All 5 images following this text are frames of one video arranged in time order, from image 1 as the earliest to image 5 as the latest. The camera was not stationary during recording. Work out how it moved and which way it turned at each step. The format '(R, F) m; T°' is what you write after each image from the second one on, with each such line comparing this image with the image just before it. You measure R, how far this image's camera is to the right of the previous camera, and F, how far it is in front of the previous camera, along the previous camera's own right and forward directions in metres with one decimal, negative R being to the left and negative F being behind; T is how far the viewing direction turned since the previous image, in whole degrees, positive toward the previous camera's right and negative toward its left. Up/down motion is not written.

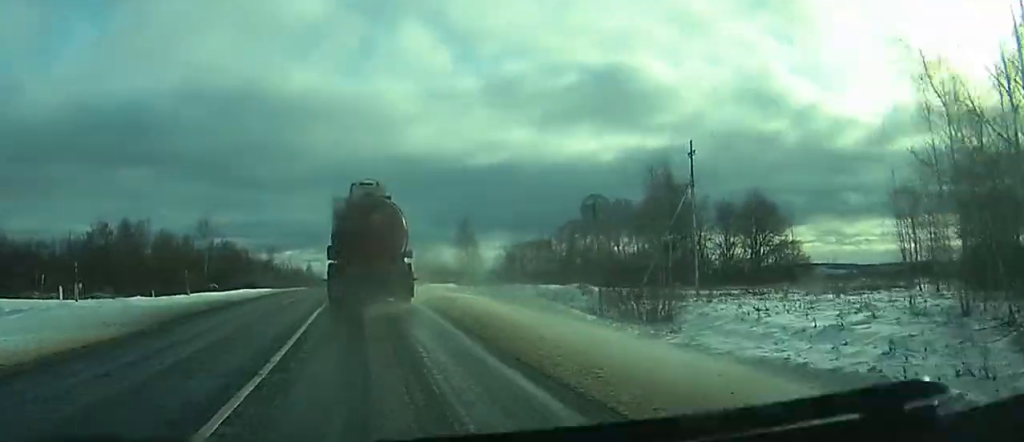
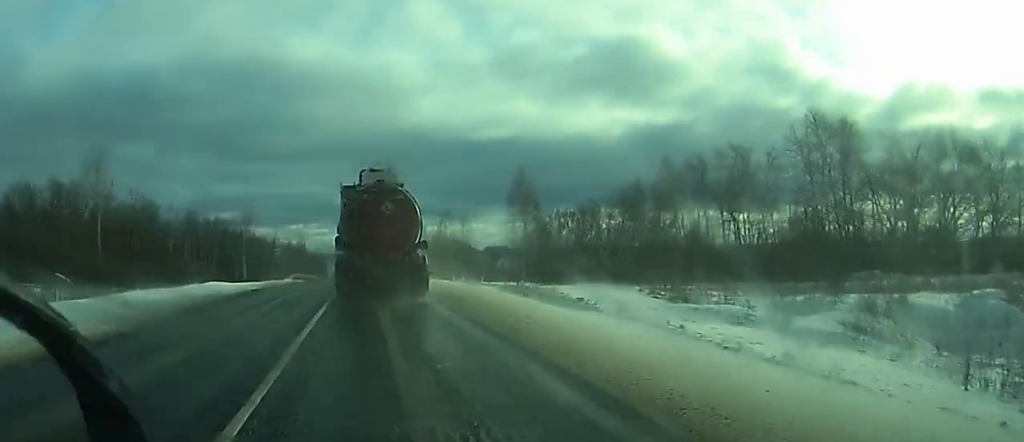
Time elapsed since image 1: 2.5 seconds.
(+0.2, +46.5) m; +1°
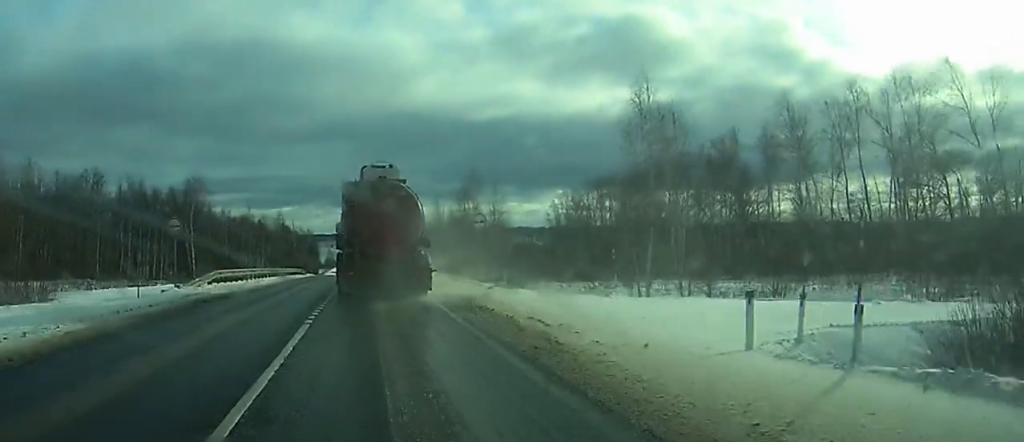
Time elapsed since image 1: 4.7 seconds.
(+0.1, +41.5) m; 0°
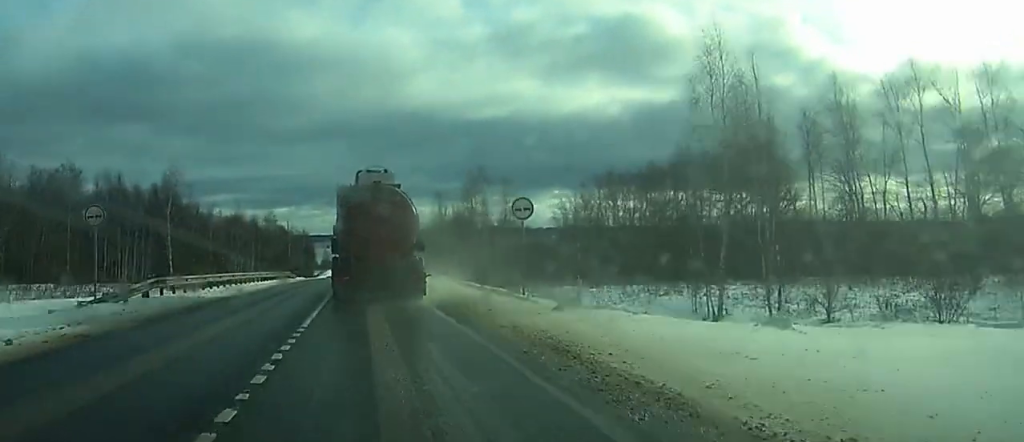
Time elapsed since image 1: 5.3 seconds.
(0.0, +11.2) m; 0°
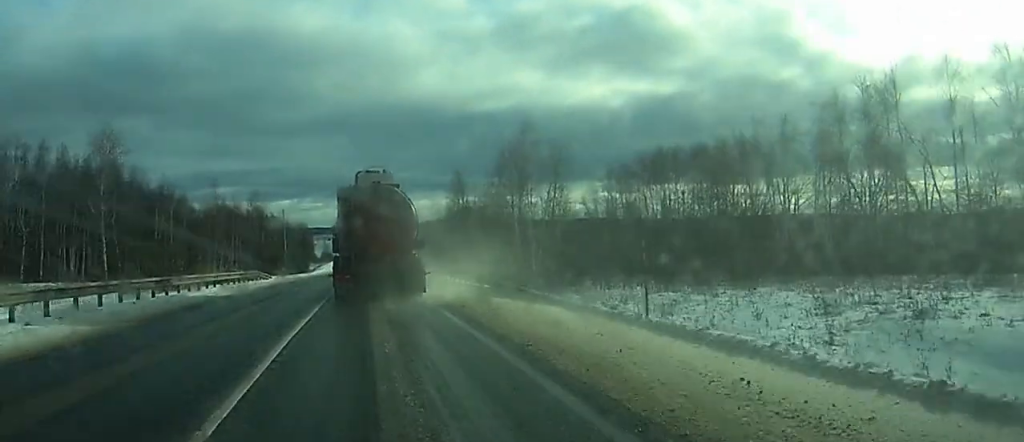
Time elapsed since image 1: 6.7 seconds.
(0.0, +25.7) m; 0°
